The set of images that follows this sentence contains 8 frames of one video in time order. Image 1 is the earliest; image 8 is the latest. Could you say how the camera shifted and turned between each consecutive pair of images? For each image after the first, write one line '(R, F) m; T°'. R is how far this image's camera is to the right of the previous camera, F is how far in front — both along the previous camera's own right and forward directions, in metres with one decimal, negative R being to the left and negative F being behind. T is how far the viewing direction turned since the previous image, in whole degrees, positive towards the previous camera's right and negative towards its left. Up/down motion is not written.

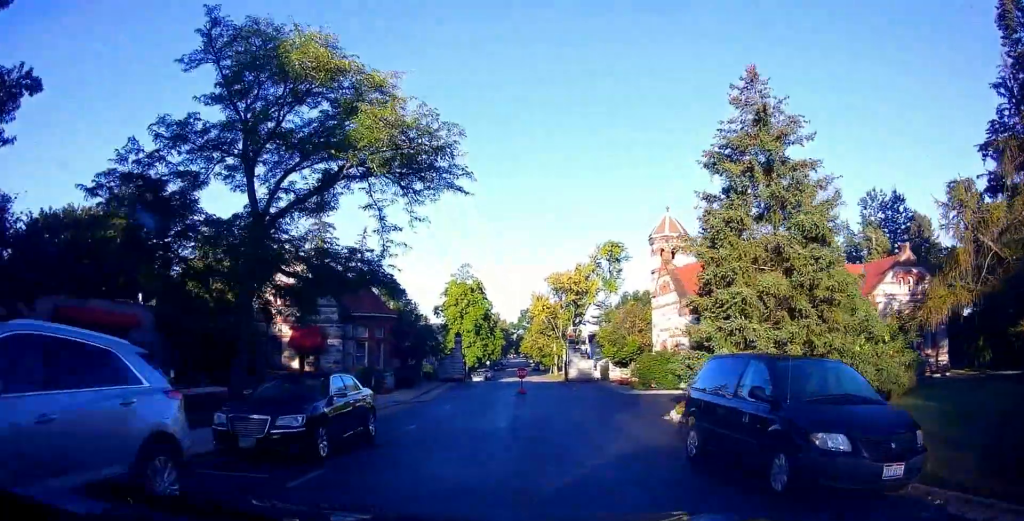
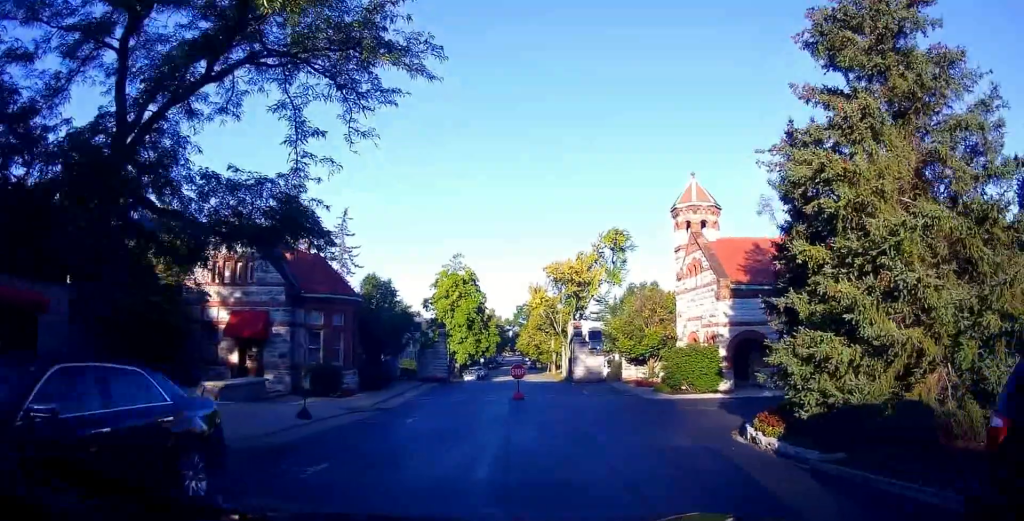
(+0.4, +7.1) m; -3°
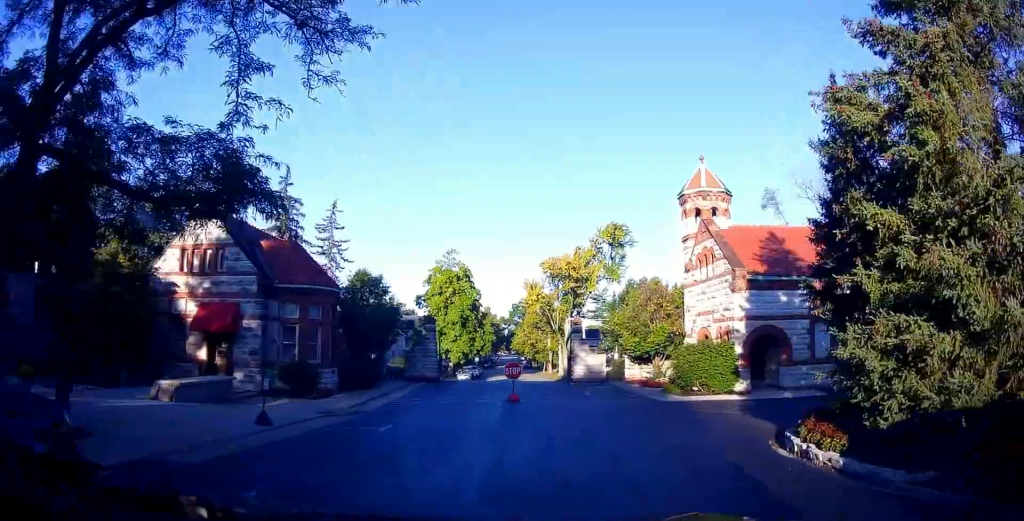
(-0.3, +2.6) m; -3°
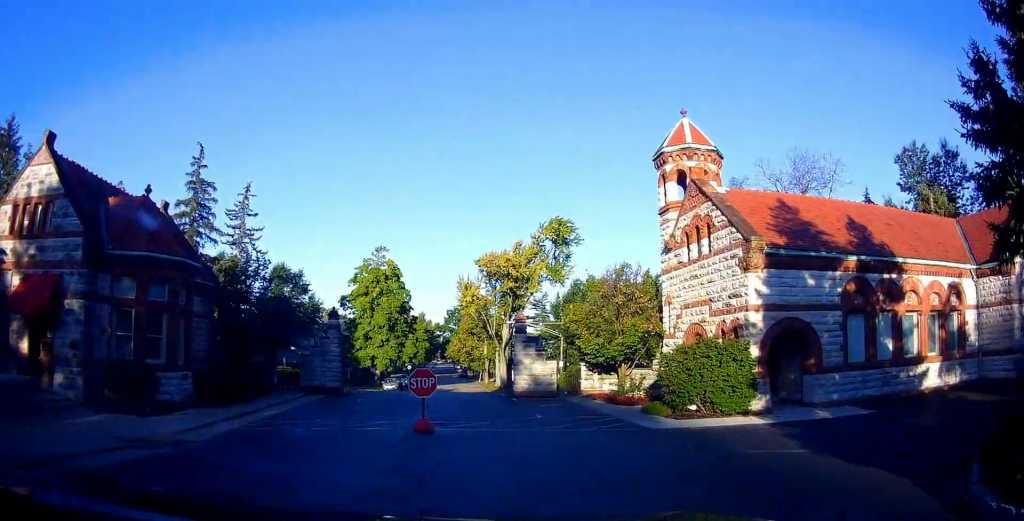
(+0.1, +7.9) m; +10°
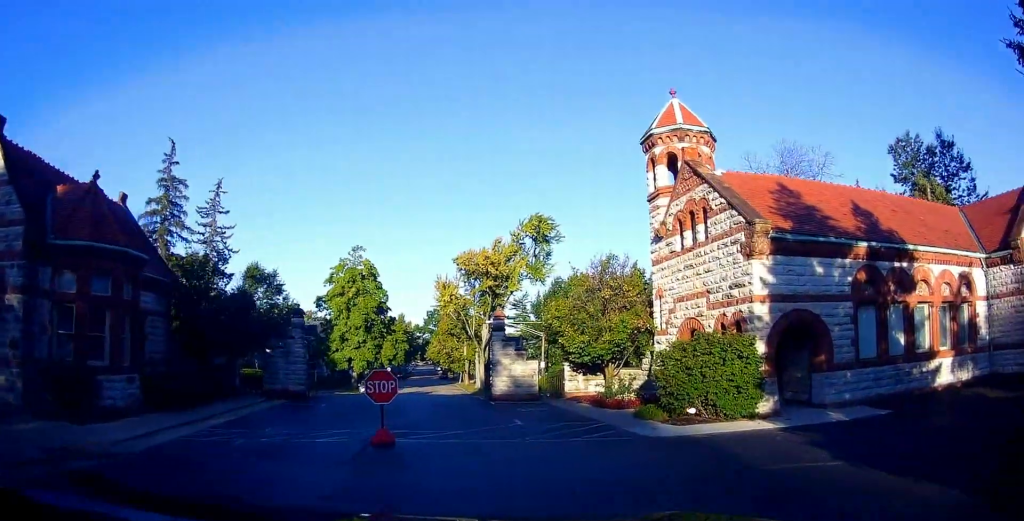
(+0.5, +2.0) m; +1°
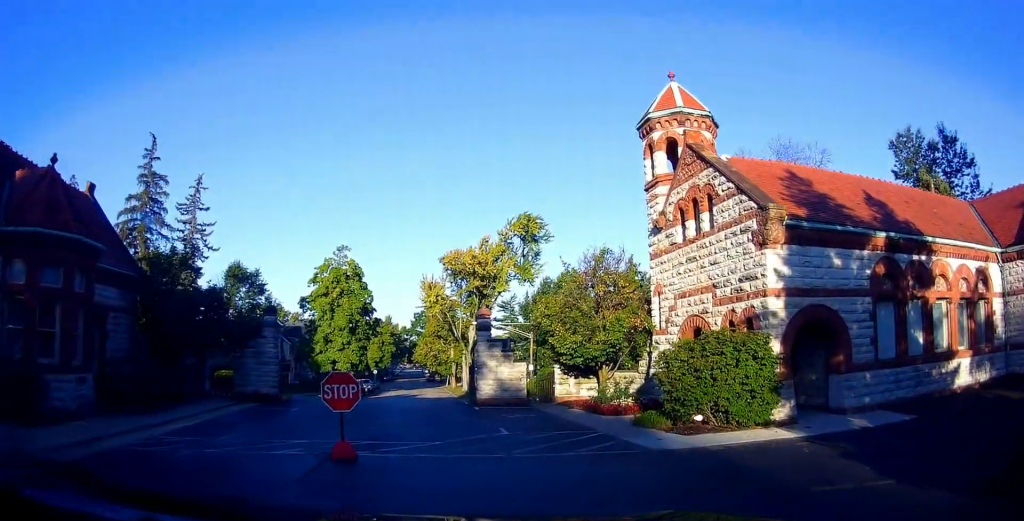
(0.0, +1.9) m; +1°
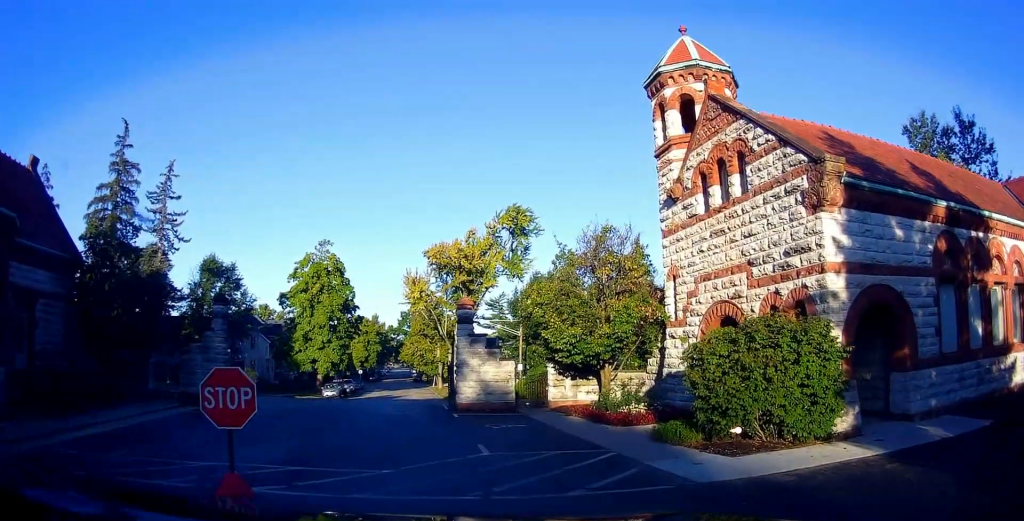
(-0.4, +3.6) m; +2°
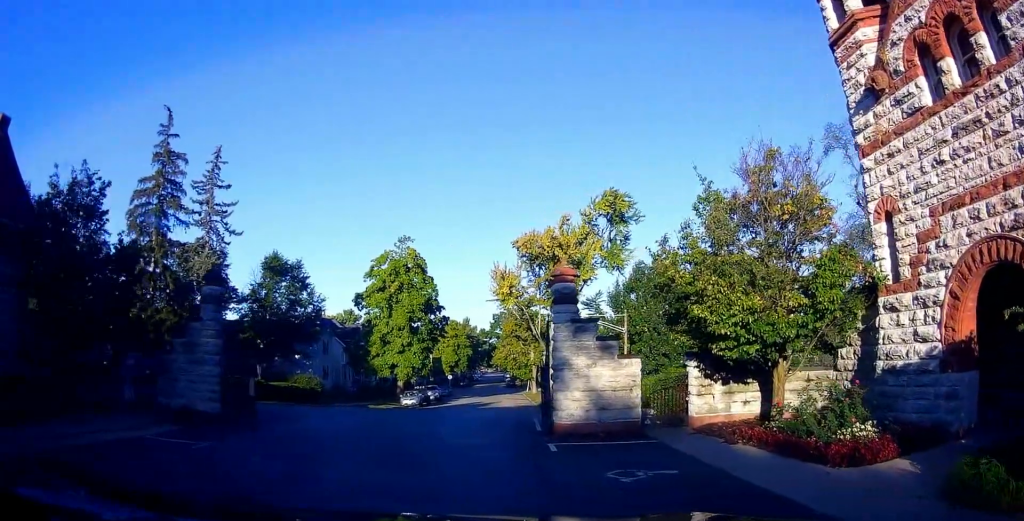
(-0.4, +6.1) m; -16°
